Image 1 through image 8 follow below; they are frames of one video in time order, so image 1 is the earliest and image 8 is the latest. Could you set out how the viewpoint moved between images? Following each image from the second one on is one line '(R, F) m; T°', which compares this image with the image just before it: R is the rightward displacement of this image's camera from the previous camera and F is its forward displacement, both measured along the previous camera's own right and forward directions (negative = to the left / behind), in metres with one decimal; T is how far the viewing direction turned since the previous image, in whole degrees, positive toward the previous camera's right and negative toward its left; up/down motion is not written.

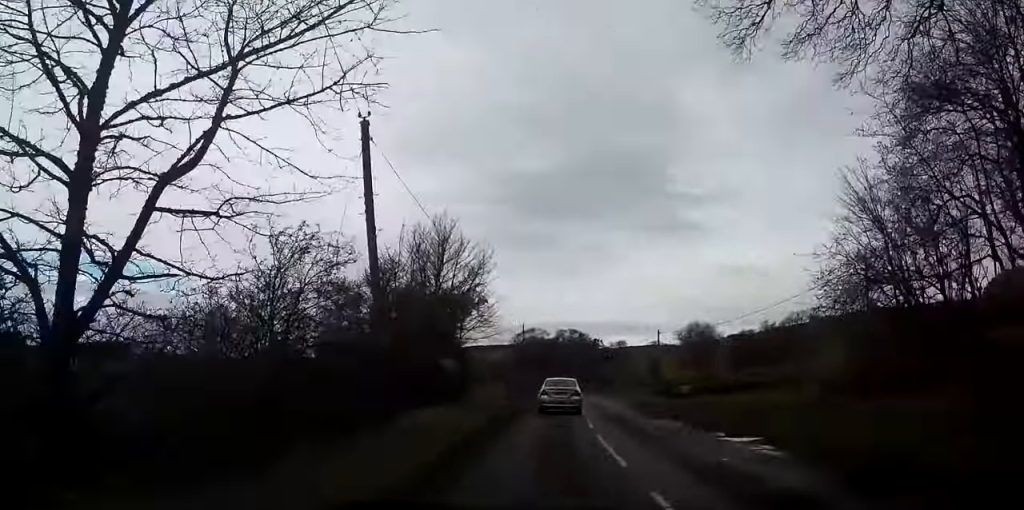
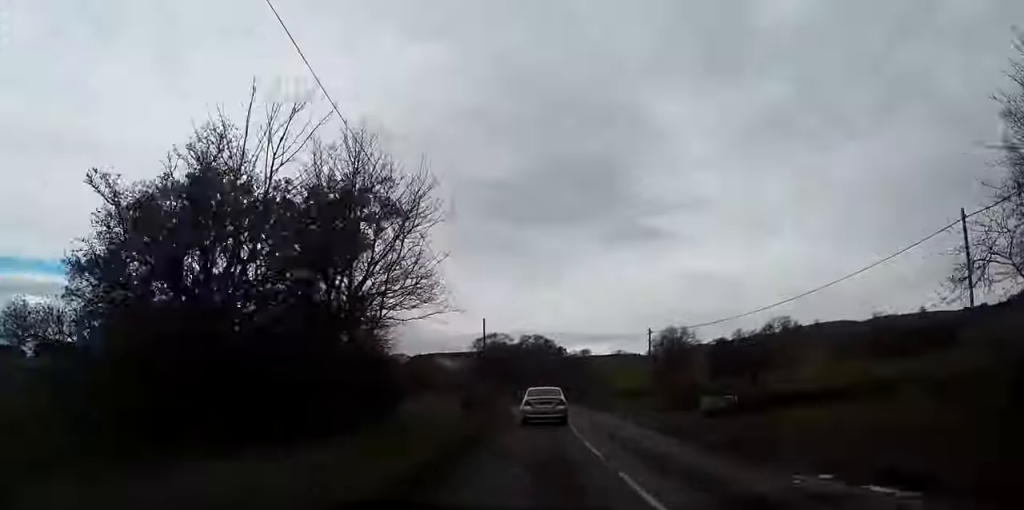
(+0.3, +14.0) m; +1°
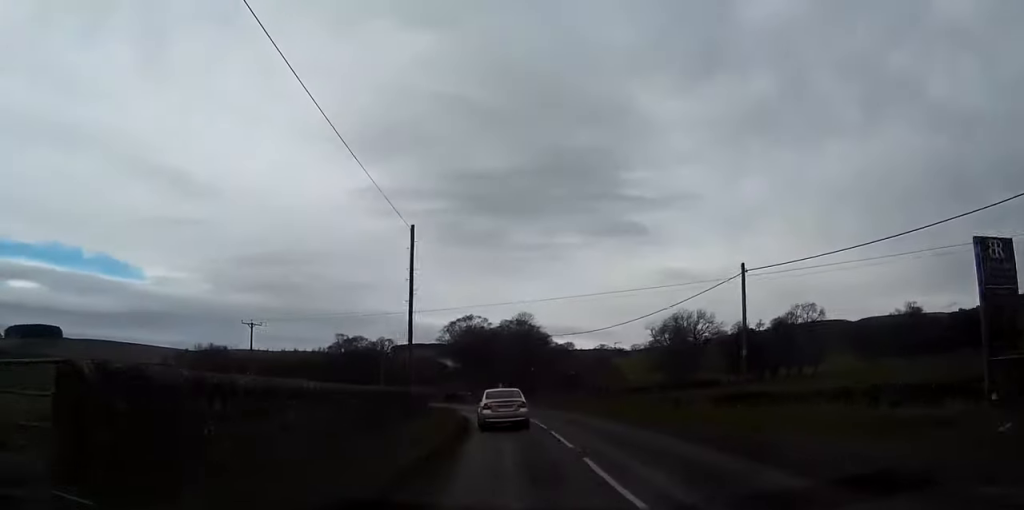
(-0.4, +31.9) m; -2°
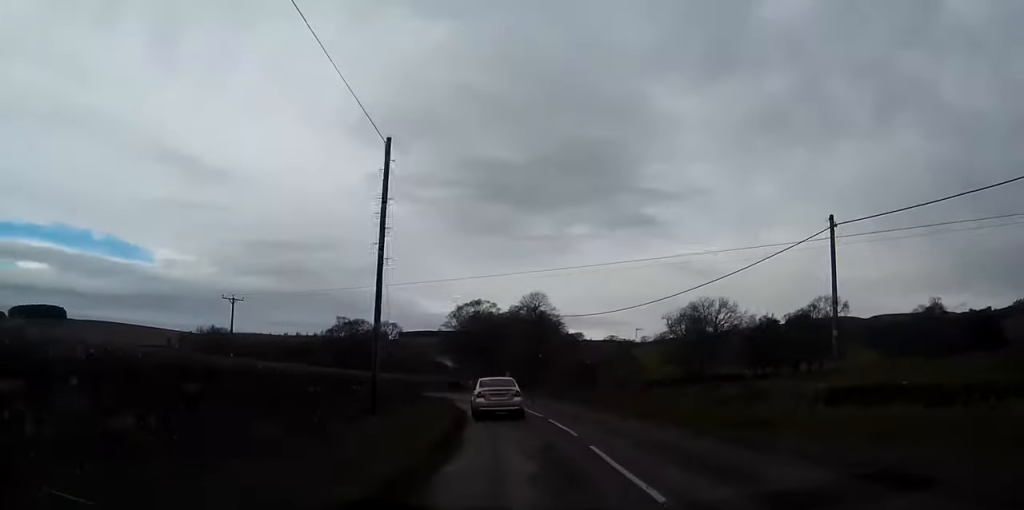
(0.0, +8.9) m; 0°
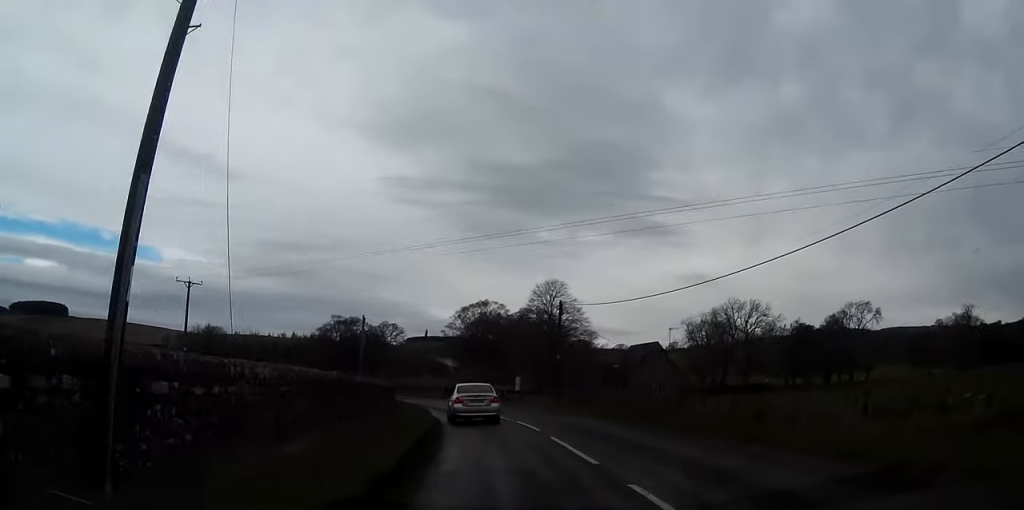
(0.0, +13.3) m; 0°
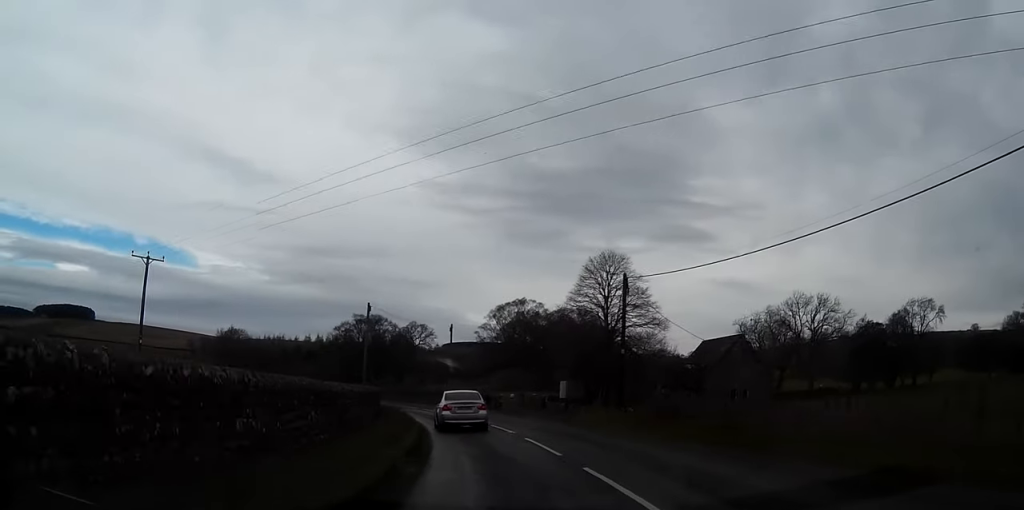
(+0.1, +14.3) m; -2°
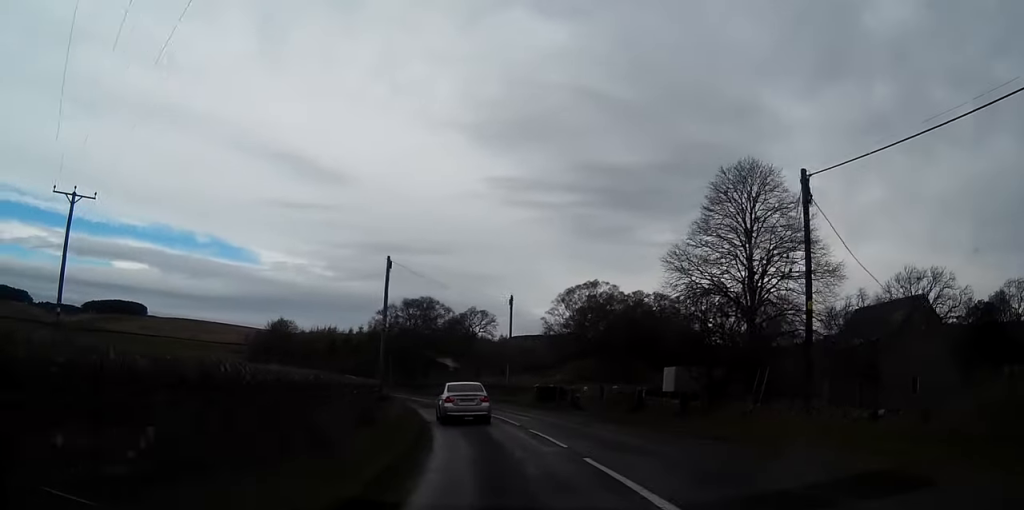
(-0.5, +17.2) m; -3°
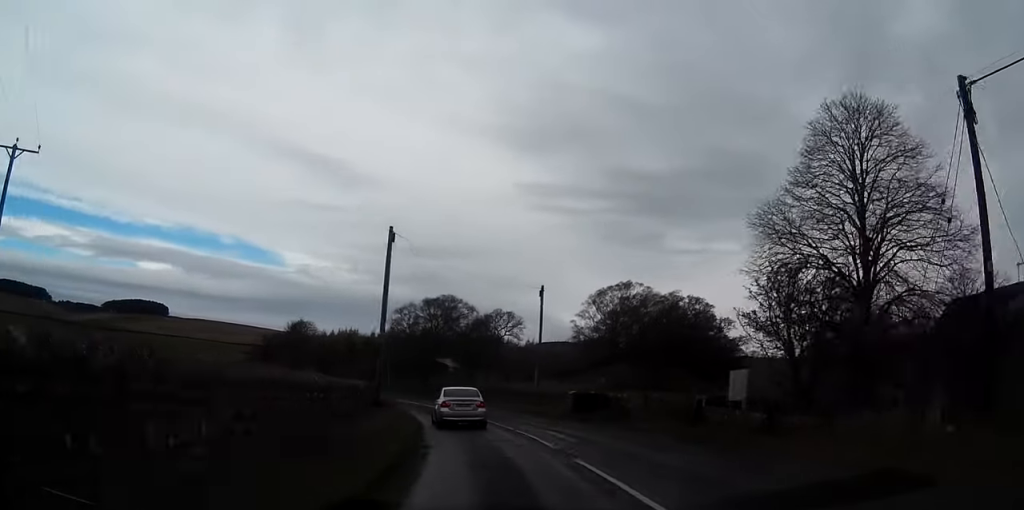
(0.0, +7.8) m; -3°
